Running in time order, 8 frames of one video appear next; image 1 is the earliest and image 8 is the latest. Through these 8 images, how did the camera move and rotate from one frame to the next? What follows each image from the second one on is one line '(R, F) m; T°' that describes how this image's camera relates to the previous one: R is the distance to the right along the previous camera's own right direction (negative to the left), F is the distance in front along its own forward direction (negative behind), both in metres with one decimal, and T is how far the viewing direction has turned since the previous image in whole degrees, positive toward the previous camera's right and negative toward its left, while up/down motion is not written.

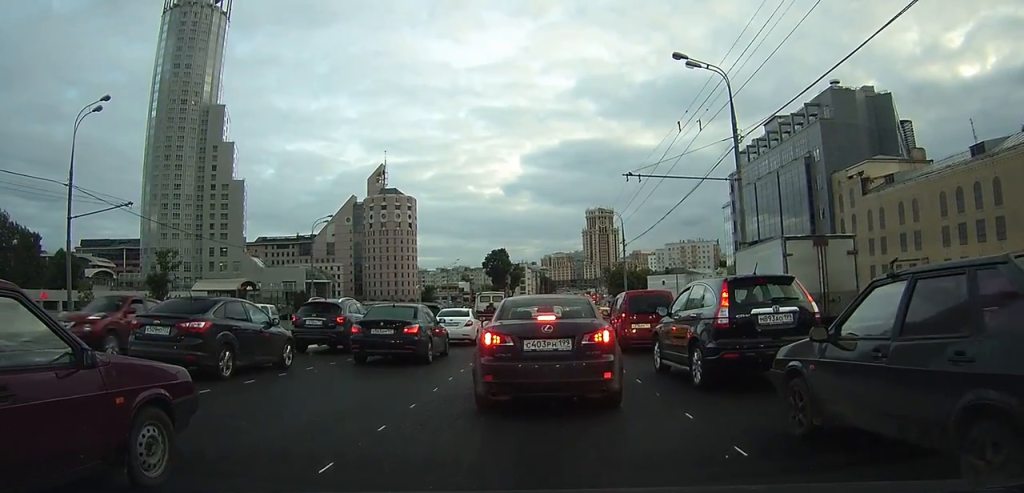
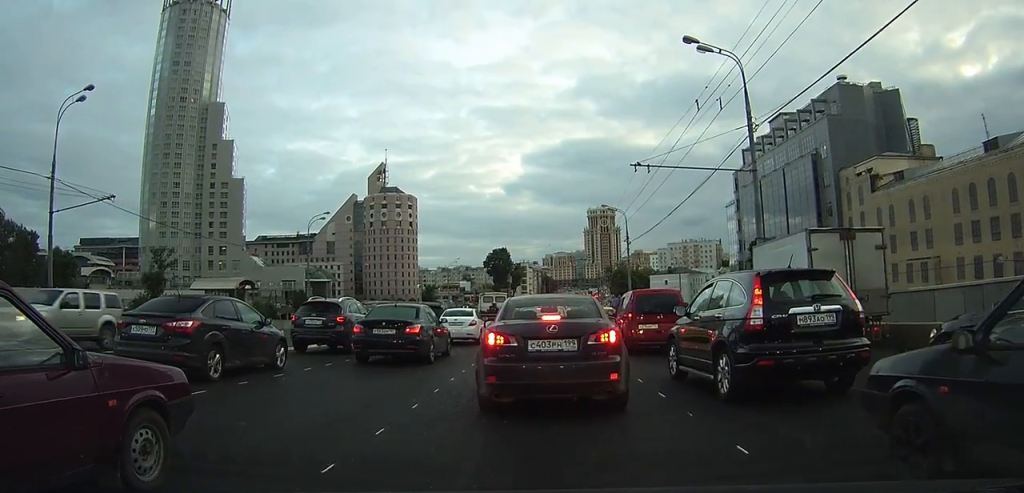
(0.0, +2.0) m; 0°
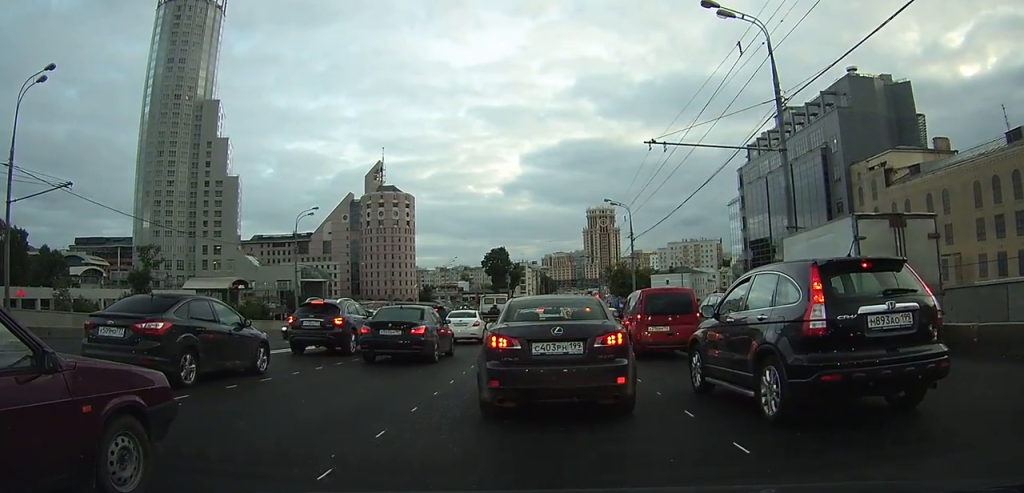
(0.0, +3.7) m; +1°
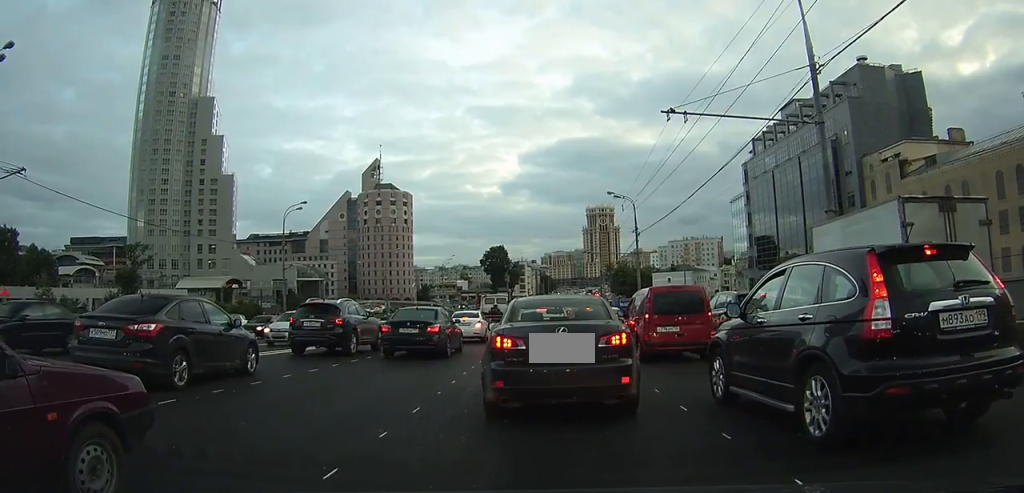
(0.0, +3.5) m; -1°
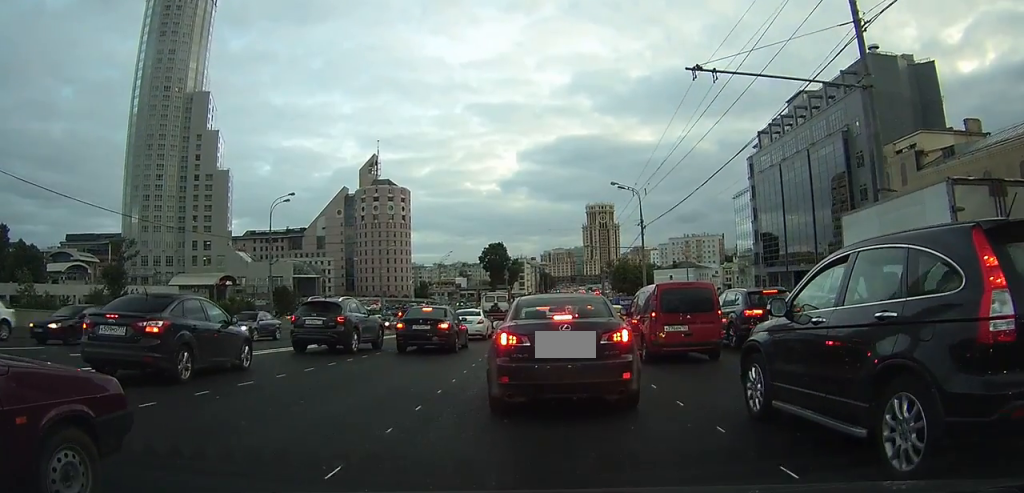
(0.0, +3.3) m; 0°
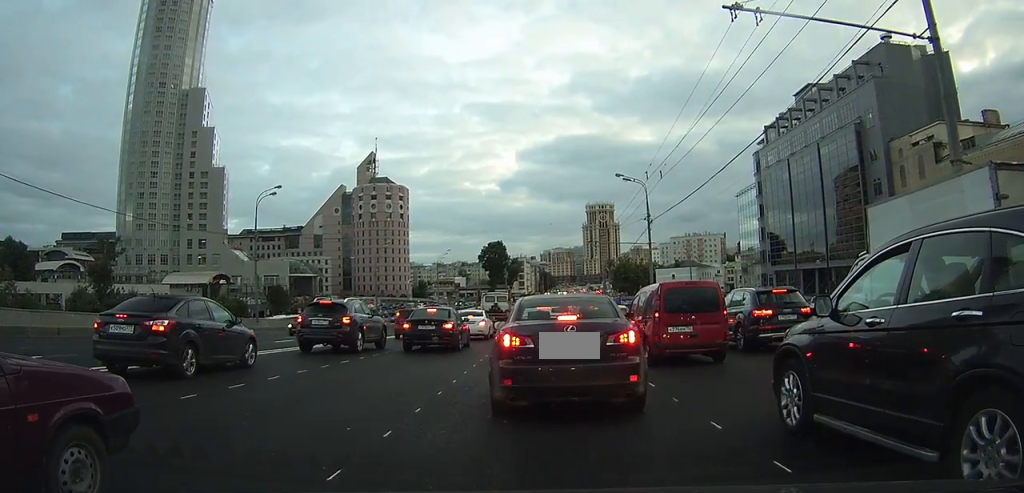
(+0.1, +3.3) m; +1°
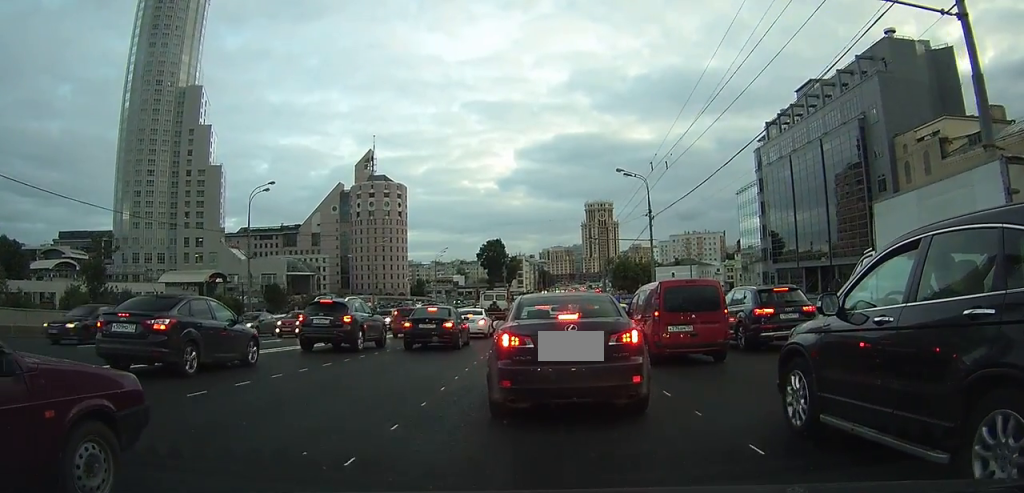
(0.0, +1.2) m; 0°
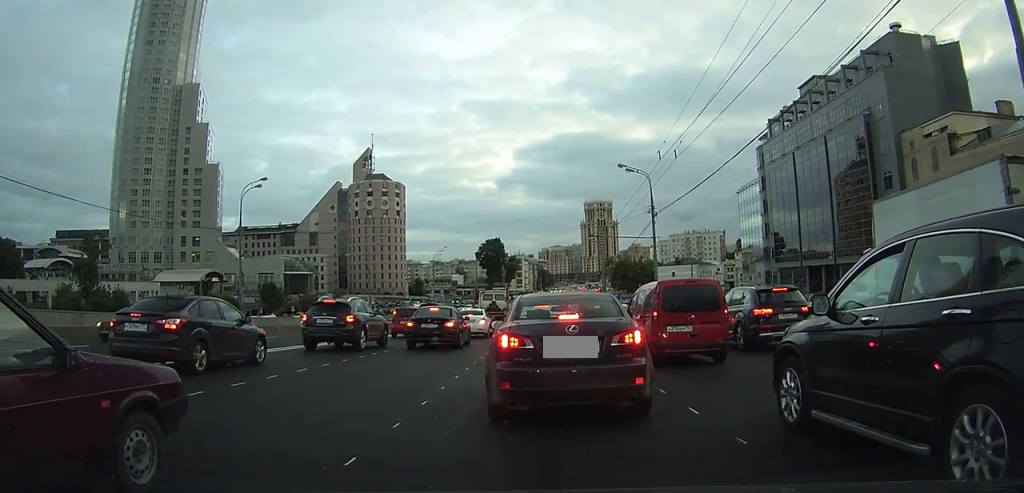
(0.0, +1.7) m; -1°
